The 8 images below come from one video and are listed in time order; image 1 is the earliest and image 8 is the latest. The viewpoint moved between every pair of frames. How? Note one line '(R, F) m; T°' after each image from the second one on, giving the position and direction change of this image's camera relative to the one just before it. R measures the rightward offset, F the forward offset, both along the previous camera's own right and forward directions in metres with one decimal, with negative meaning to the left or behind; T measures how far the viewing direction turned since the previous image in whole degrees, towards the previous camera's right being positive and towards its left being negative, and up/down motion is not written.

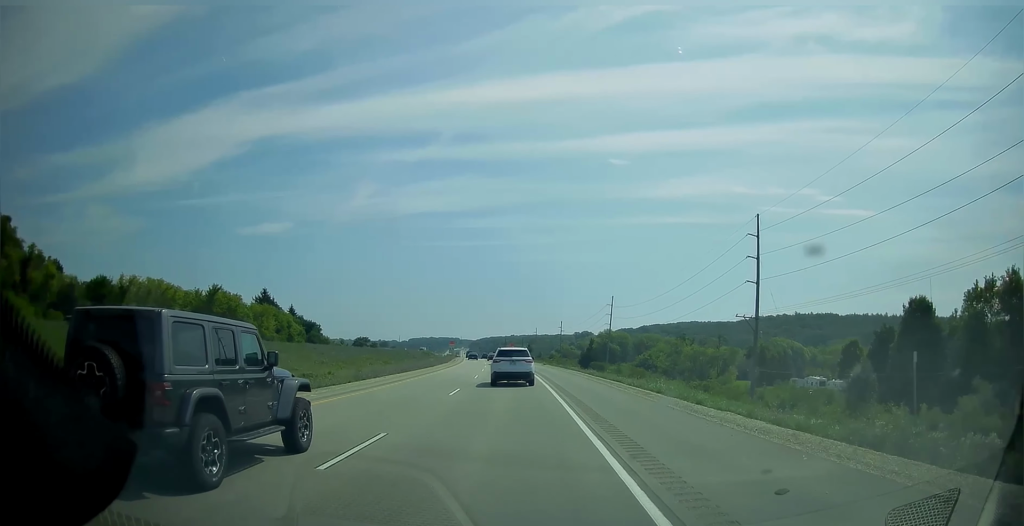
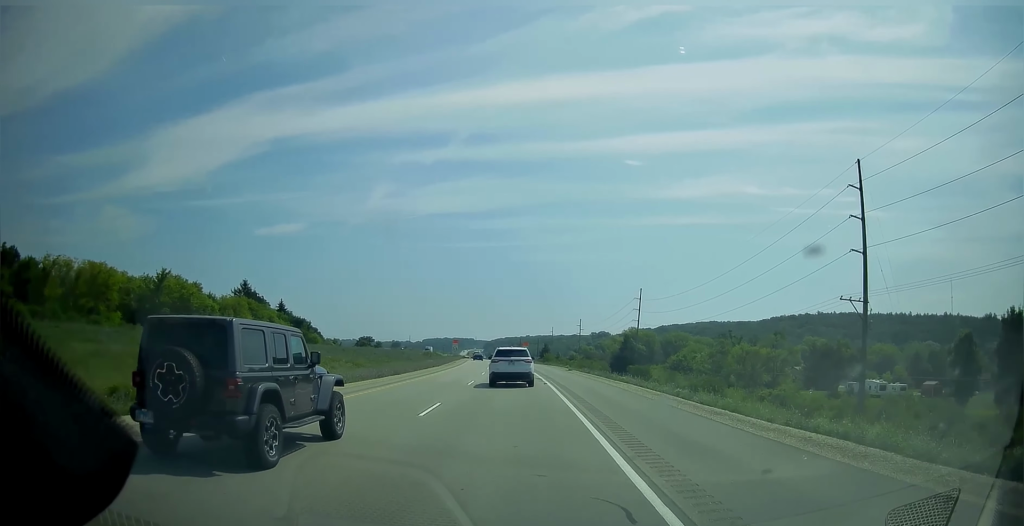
(-0.3, +23.4) m; -2°
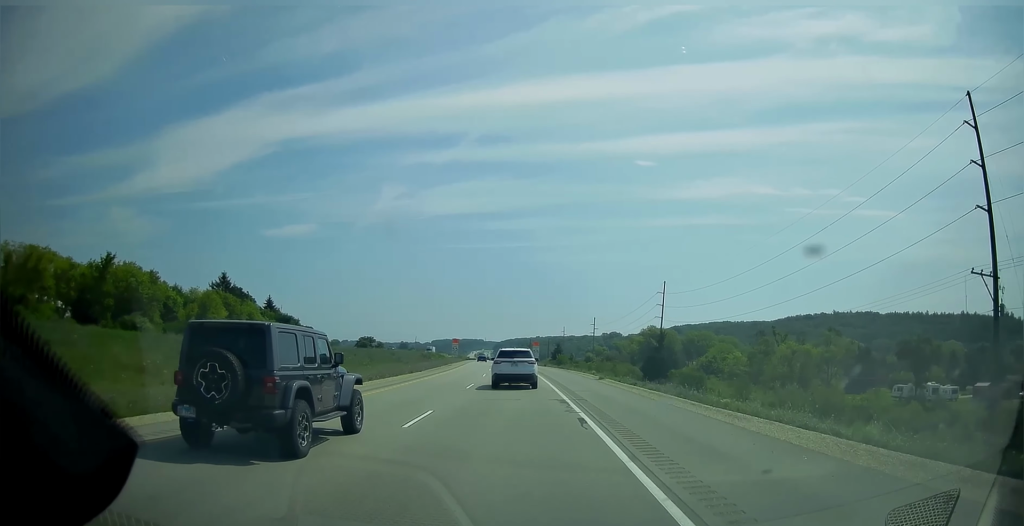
(-0.5, +18.5) m; 0°
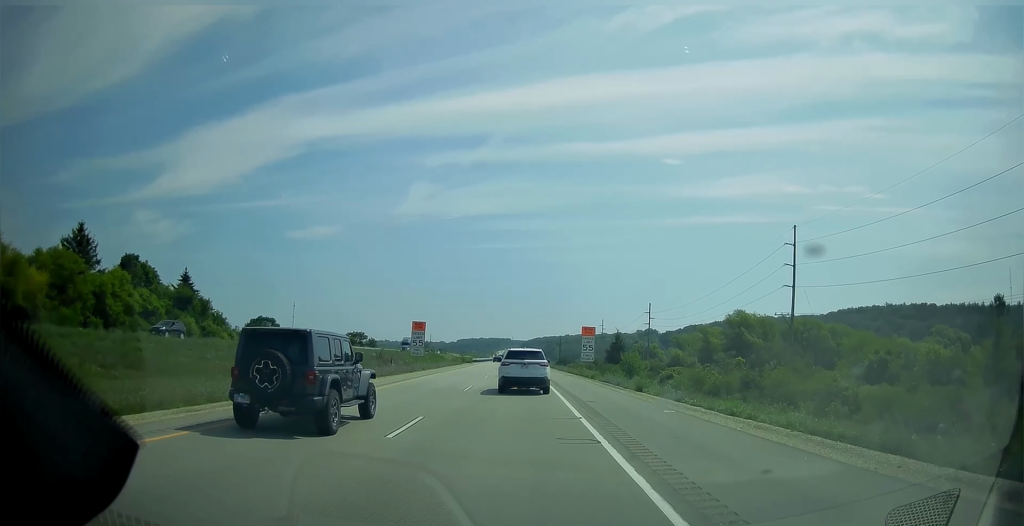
(-1.1, +62.5) m; -3°
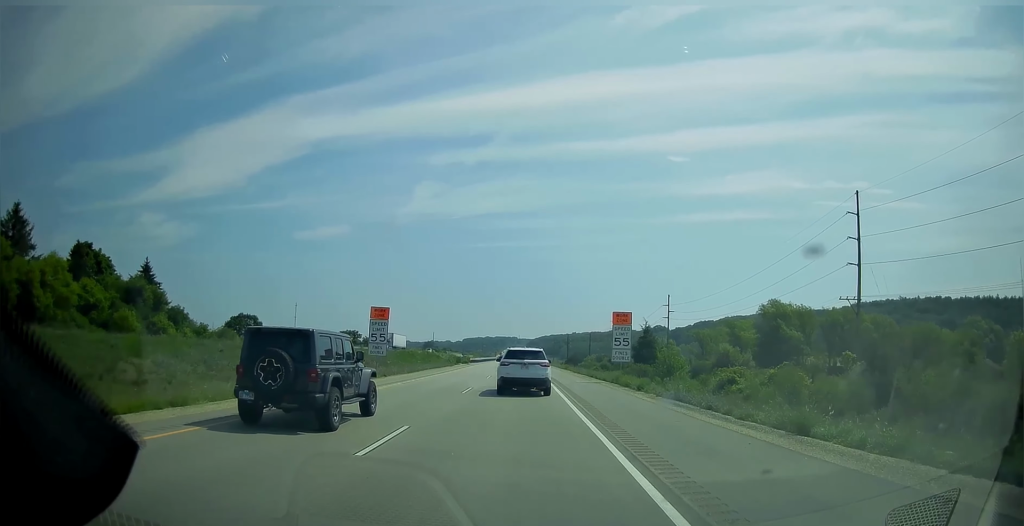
(-0.1, +17.3) m; 0°
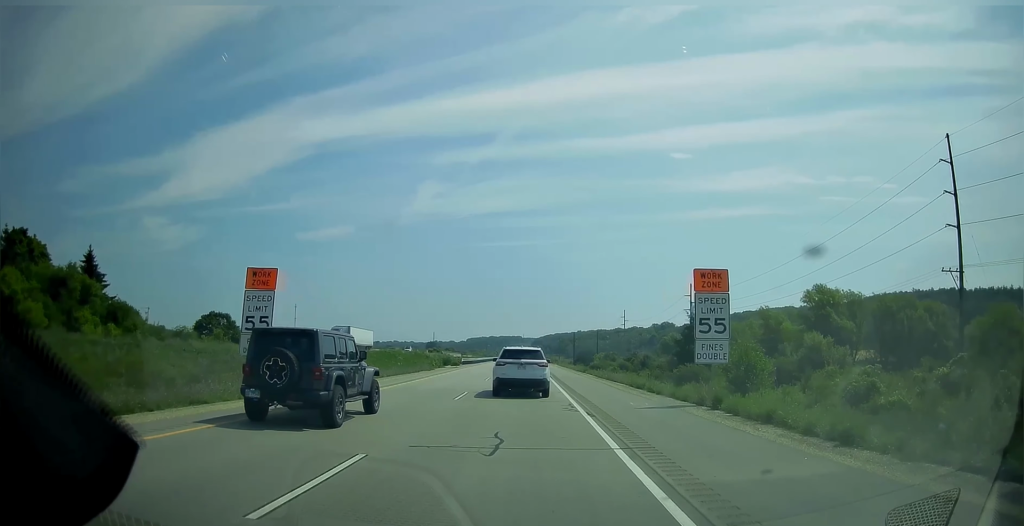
(0.0, +19.1) m; 0°
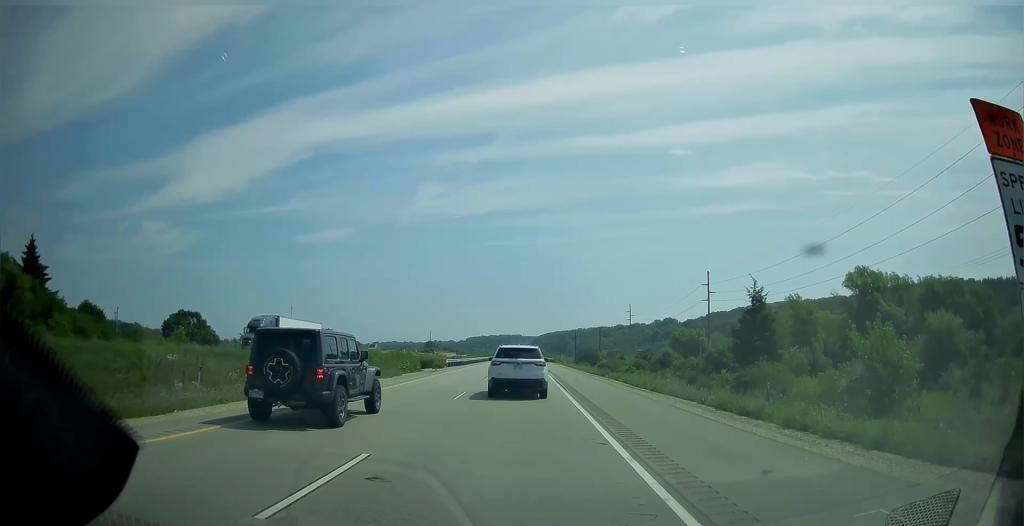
(+0.2, +16.2) m; -1°
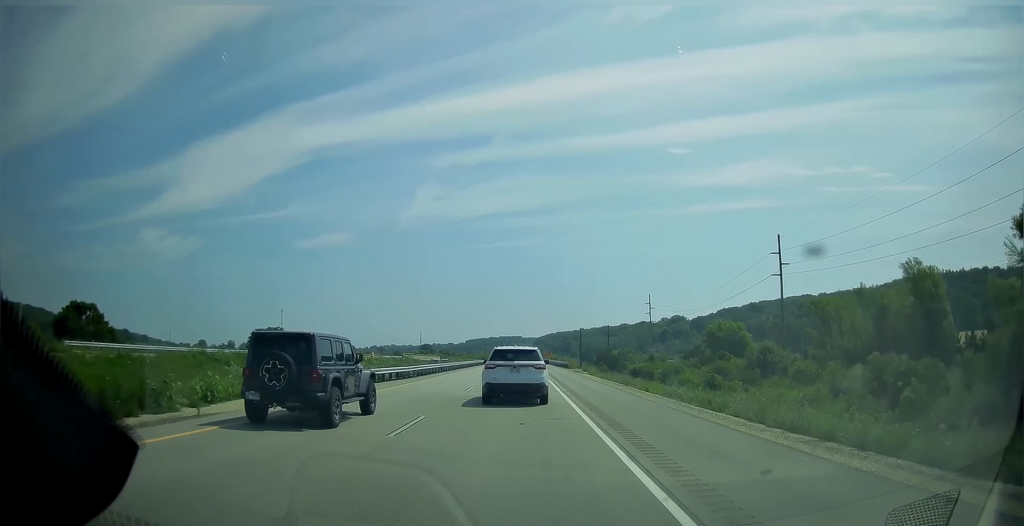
(-0.8, +39.5) m; -1°
